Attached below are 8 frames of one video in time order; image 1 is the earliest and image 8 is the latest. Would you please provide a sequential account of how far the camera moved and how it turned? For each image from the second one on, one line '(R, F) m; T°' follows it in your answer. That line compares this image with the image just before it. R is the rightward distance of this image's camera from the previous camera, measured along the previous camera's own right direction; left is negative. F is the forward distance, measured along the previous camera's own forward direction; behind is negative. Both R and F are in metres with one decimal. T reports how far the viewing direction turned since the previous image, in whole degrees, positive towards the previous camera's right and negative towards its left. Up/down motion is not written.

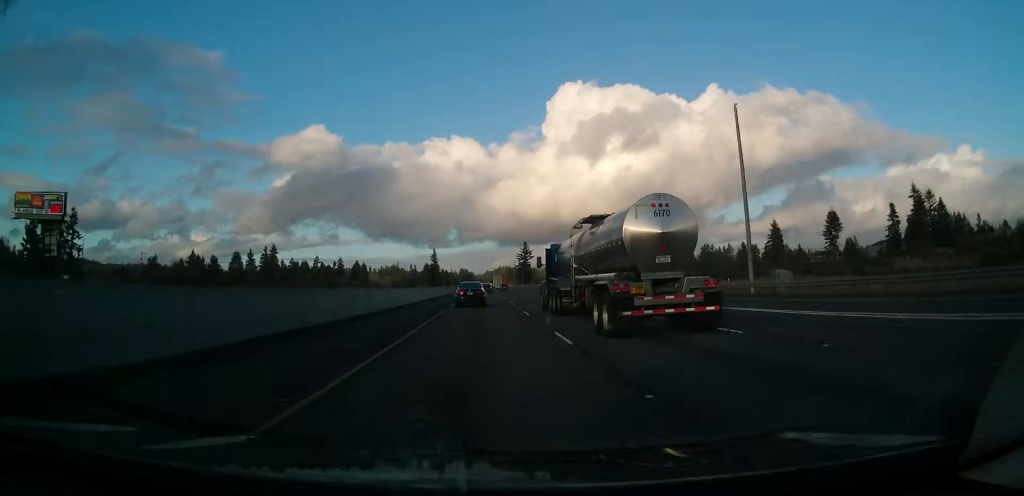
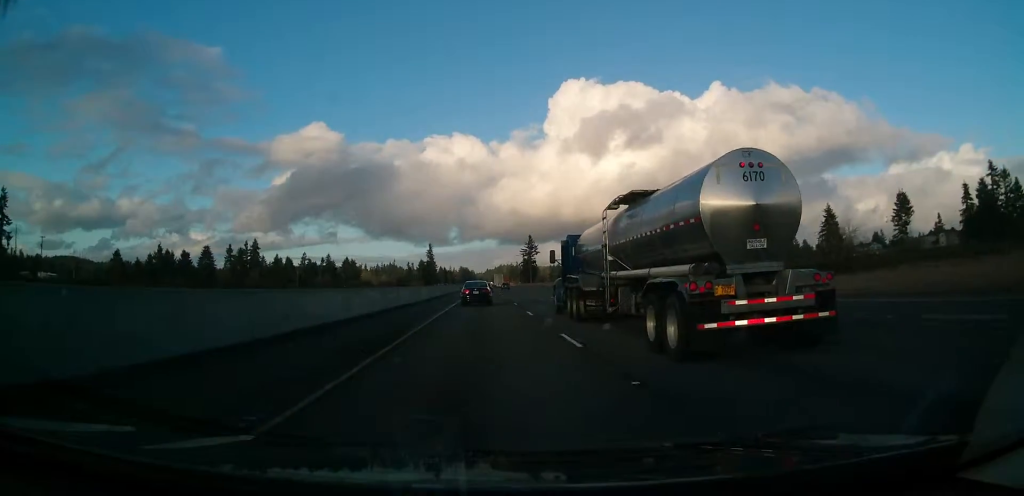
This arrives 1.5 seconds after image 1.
(+0.4, +49.1) m; +1°
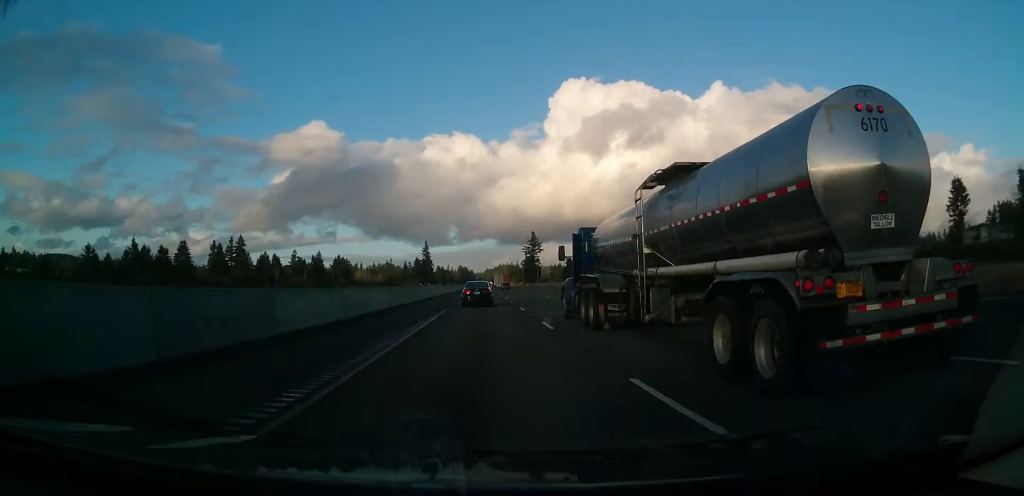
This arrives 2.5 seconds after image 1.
(0.0, +31.5) m; 0°
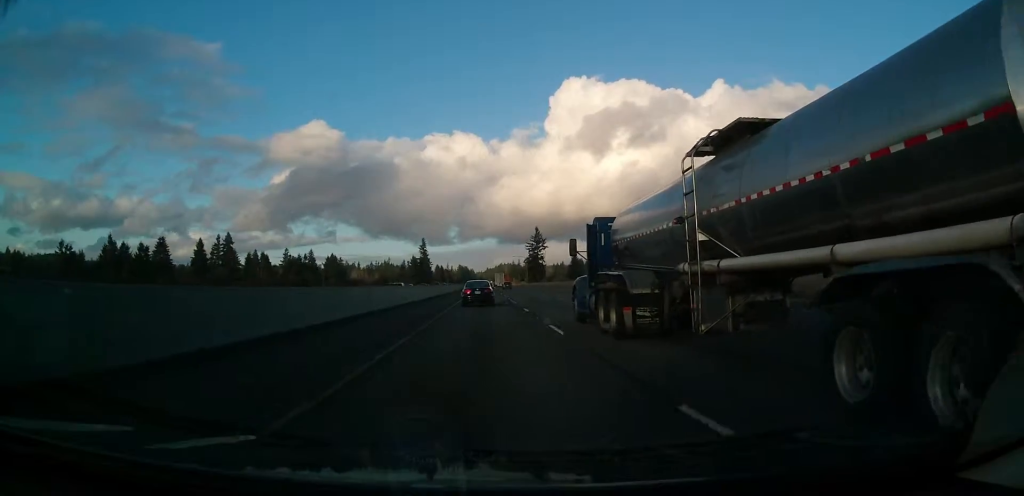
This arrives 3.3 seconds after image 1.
(0.0, +26.3) m; 0°
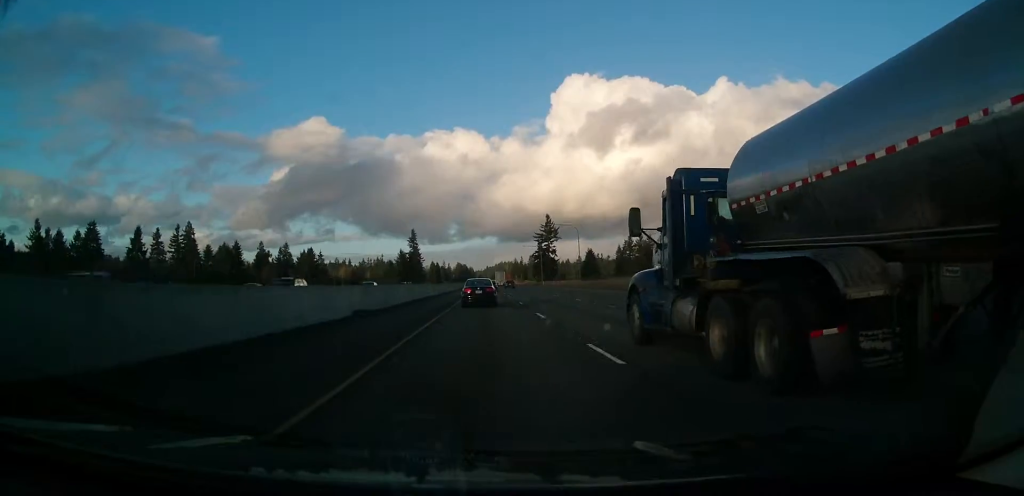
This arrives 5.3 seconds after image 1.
(0.0, +67.4) m; 0°
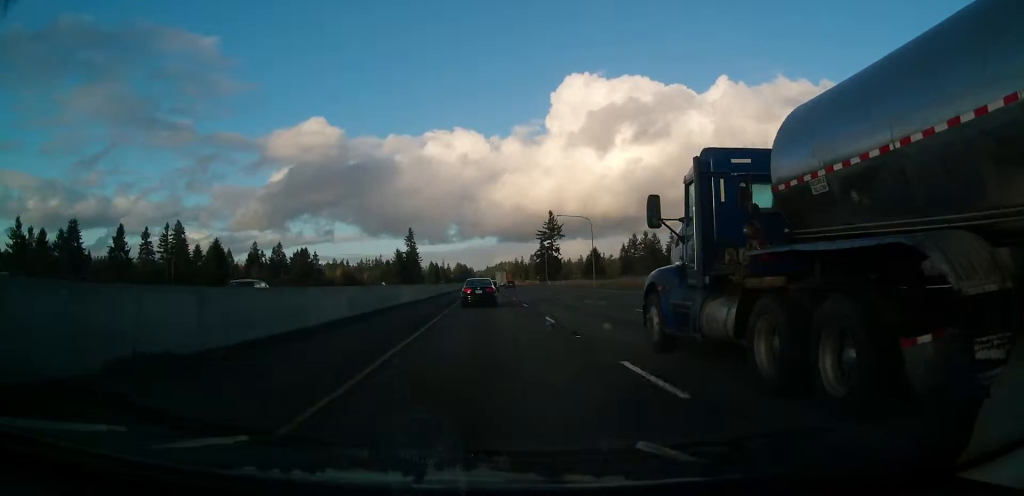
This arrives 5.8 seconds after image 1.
(+0.1, +15.4) m; 0°
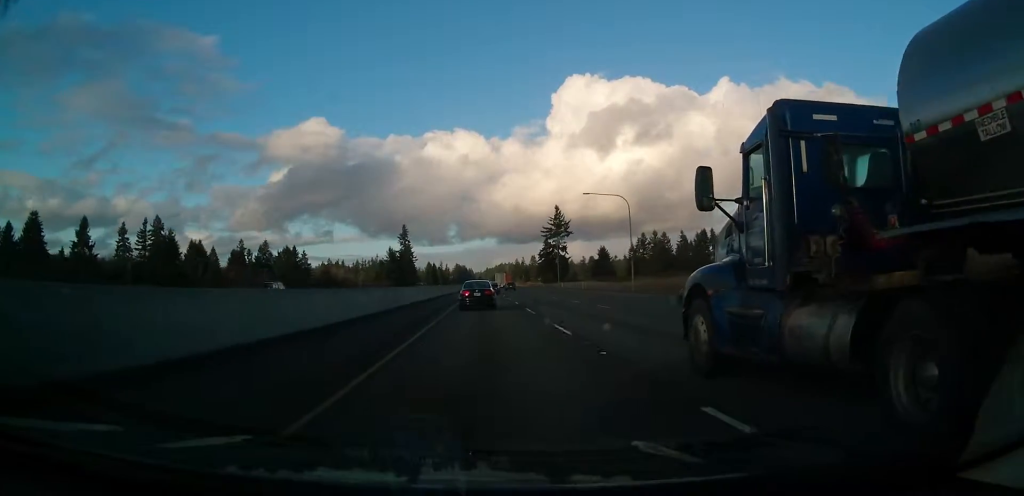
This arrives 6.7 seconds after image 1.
(0.0, +28.4) m; 0°
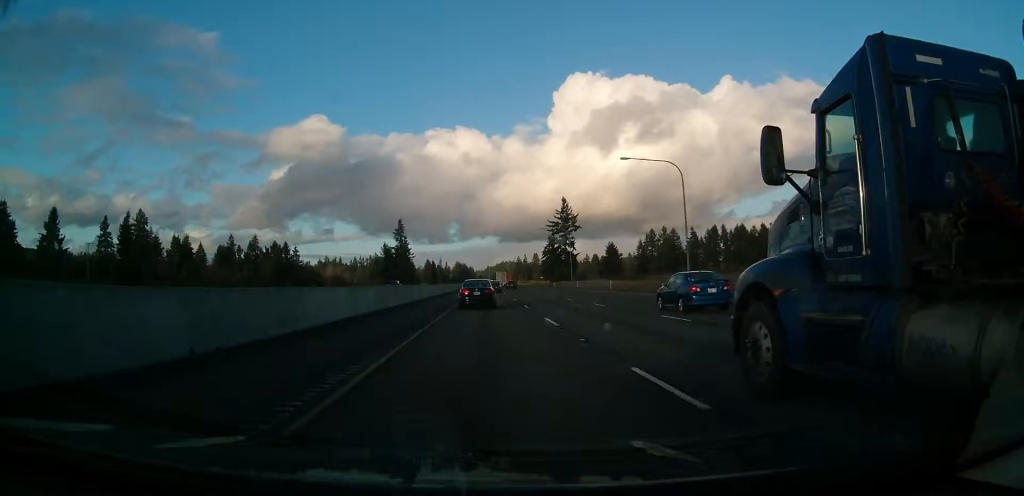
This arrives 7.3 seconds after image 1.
(0.0, +21.6) m; 0°
